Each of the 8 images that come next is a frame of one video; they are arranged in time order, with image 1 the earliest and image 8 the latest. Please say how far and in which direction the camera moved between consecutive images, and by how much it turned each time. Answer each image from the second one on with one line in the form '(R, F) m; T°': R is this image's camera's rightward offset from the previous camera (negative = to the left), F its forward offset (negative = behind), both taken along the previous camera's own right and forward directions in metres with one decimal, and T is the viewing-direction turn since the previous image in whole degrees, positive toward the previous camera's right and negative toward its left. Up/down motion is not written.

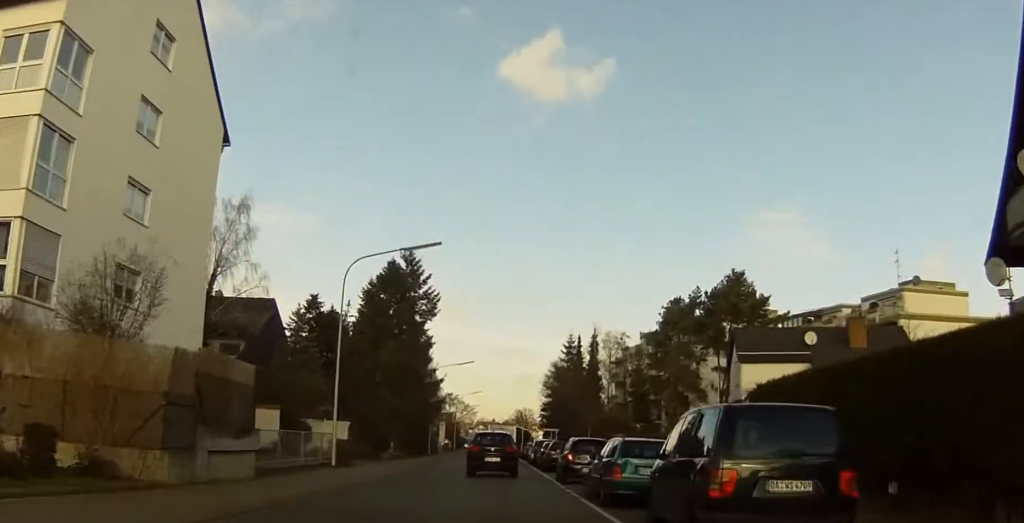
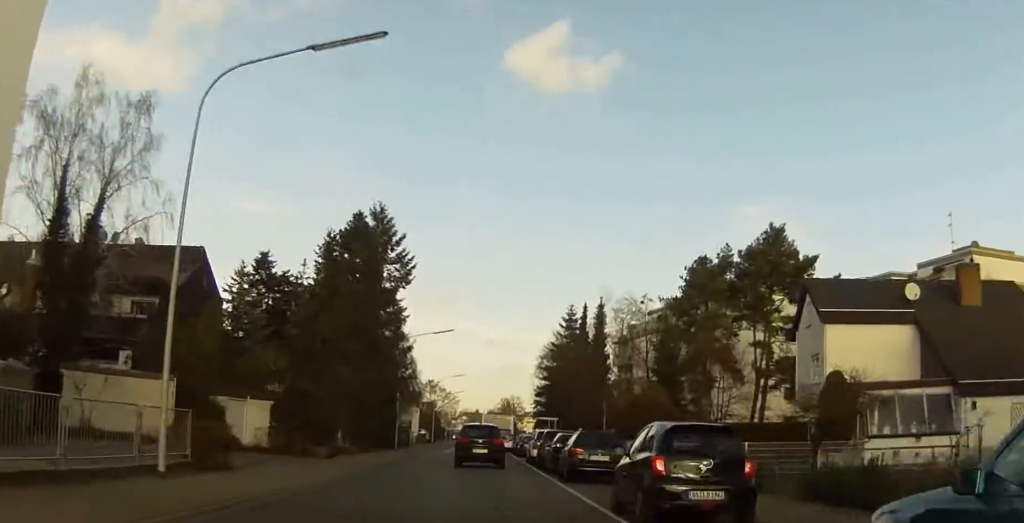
(+0.5, +14.2) m; +4°
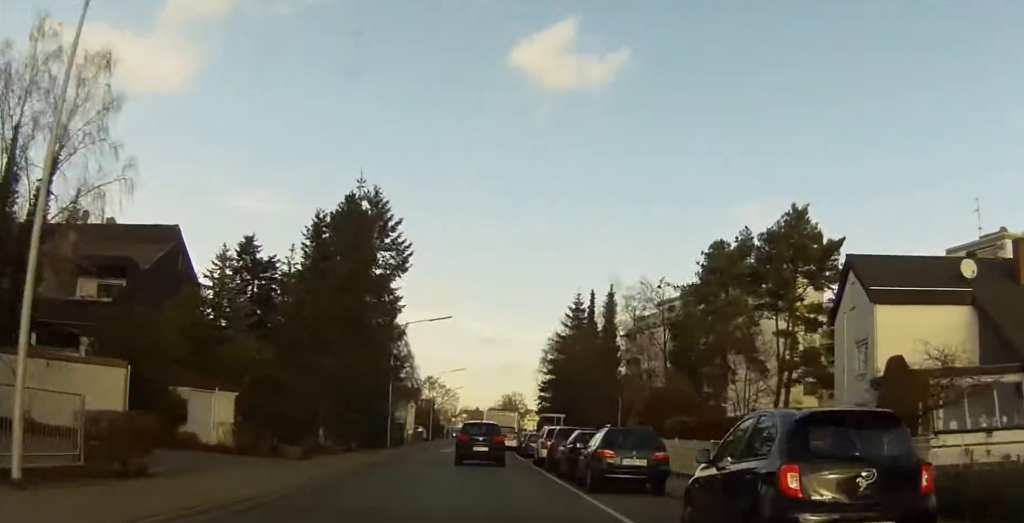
(-0.2, +5.1) m; +1°
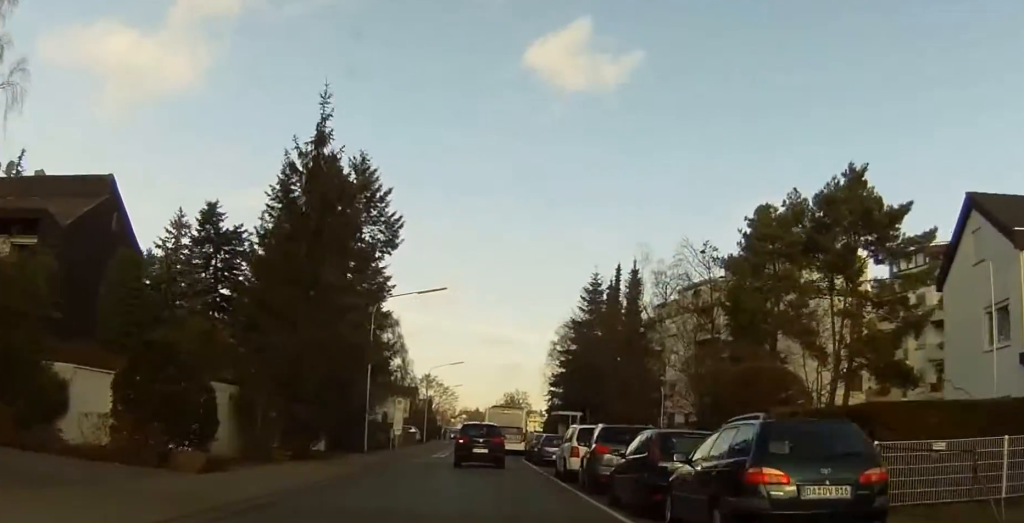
(+0.6, +10.7) m; +2°
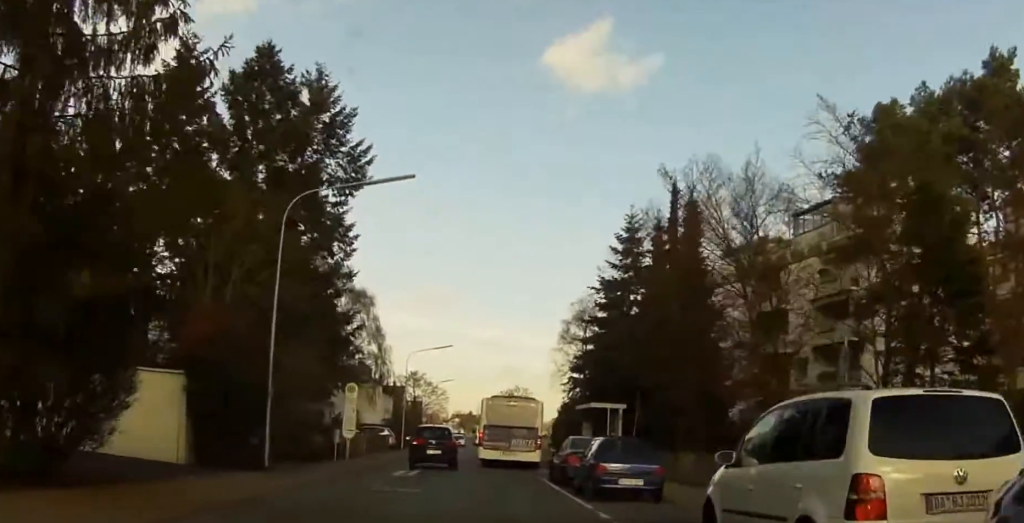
(-0.6, +19.0) m; -4°
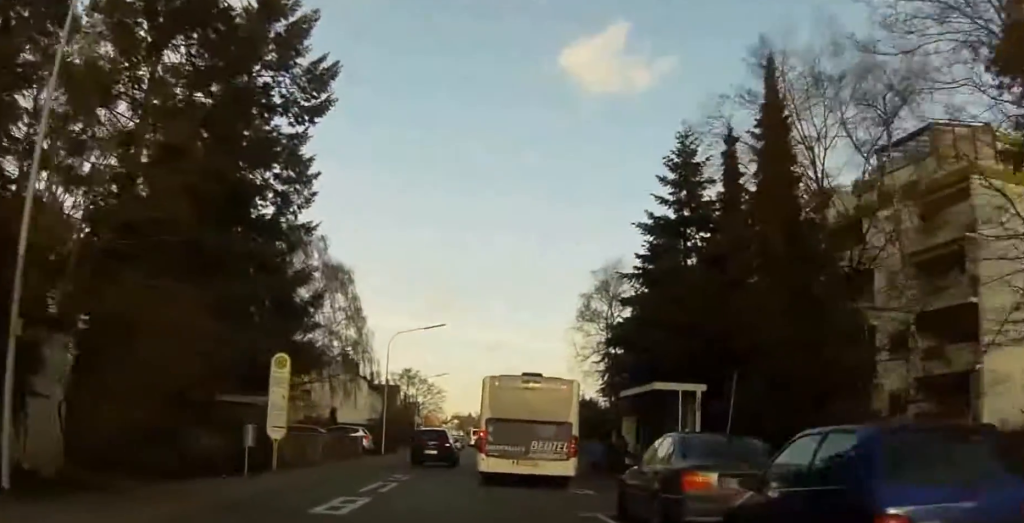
(-0.3, +13.9) m; -2°
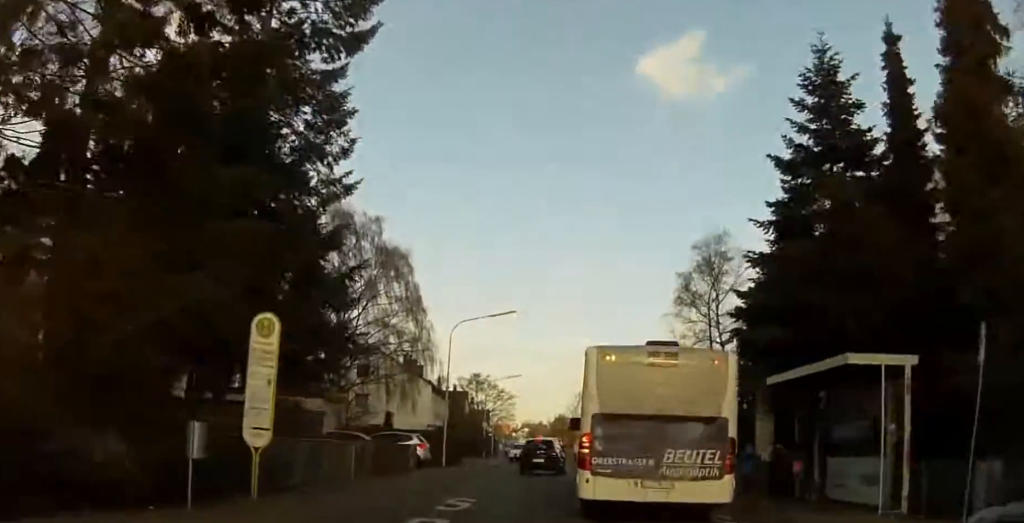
(+0.1, +8.9) m; -1°
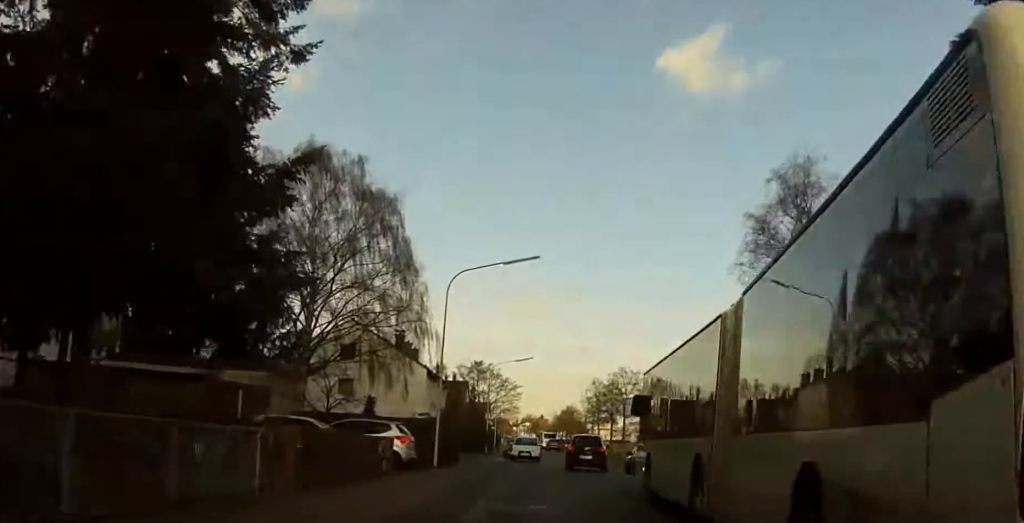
(-0.5, +11.3) m; 0°
